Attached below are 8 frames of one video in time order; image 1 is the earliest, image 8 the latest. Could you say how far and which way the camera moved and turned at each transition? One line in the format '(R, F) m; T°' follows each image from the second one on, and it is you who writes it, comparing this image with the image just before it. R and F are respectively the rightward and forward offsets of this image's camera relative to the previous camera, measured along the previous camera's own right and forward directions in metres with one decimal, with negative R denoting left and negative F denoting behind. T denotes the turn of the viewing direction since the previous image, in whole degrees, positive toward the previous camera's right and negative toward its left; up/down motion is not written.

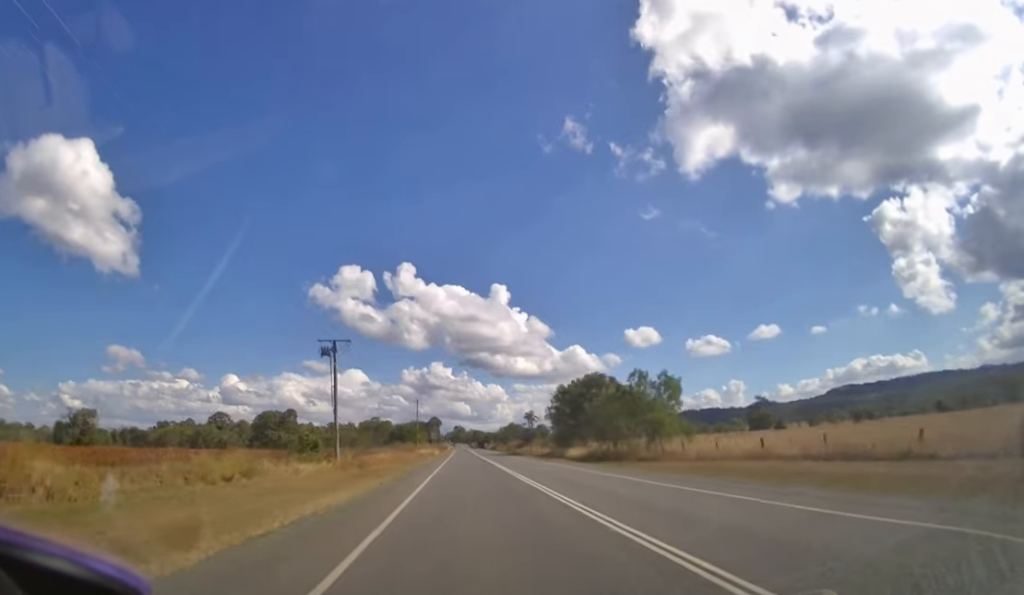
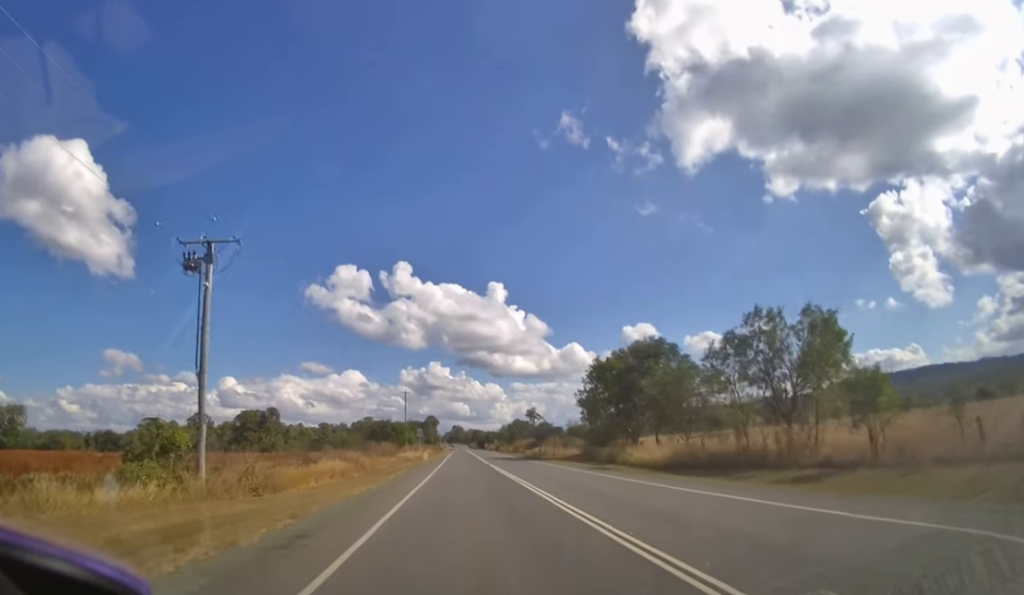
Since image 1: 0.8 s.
(0.0, +19.6) m; 0°
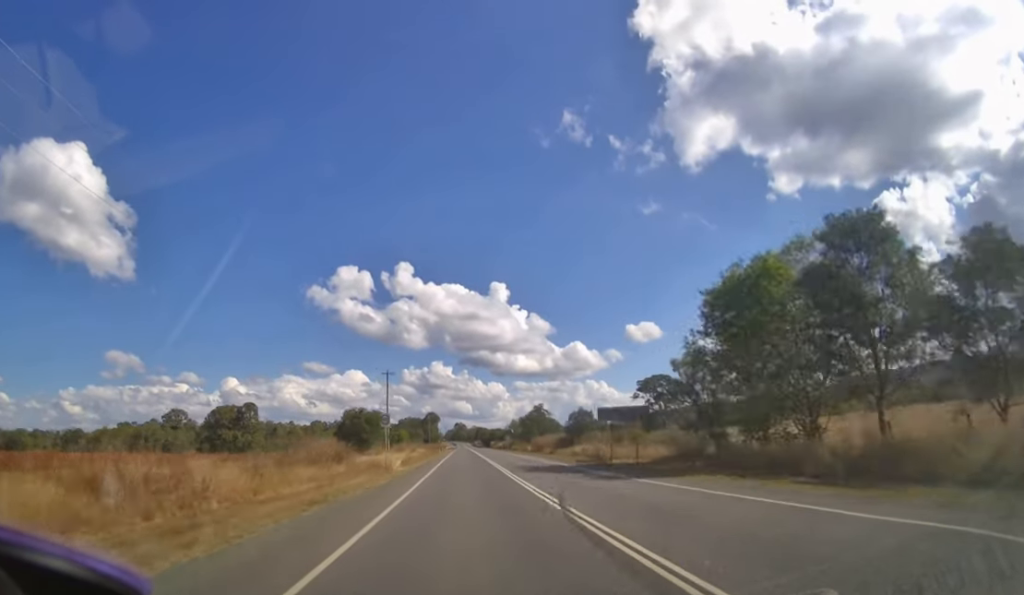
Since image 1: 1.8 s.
(0.0, +24.4) m; 0°
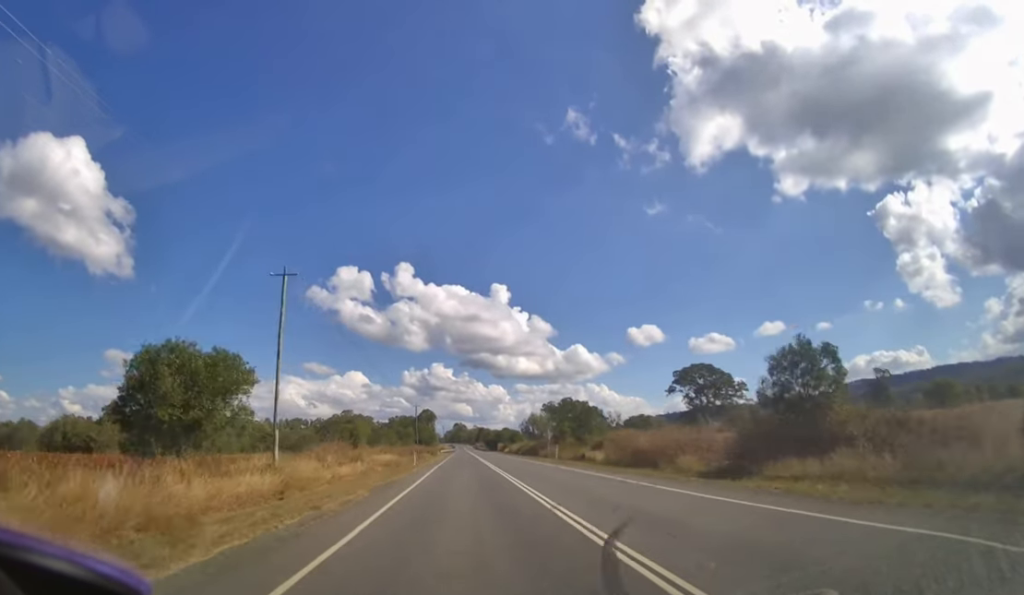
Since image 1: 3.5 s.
(-0.1, +46.9) m; 0°
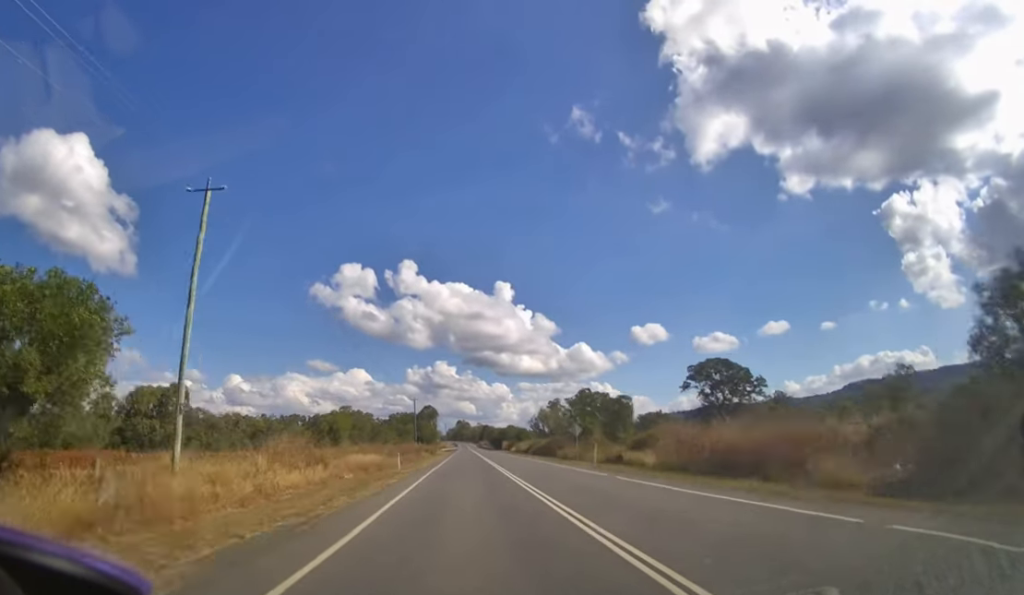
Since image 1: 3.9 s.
(0.0, +12.2) m; 0°
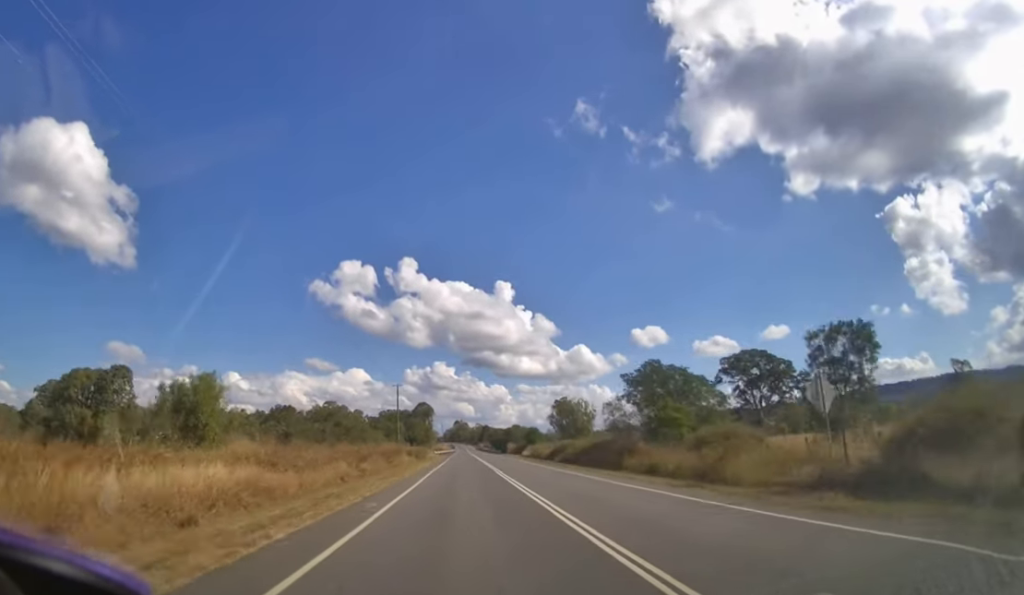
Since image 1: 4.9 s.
(0.0, +28.6) m; 0°
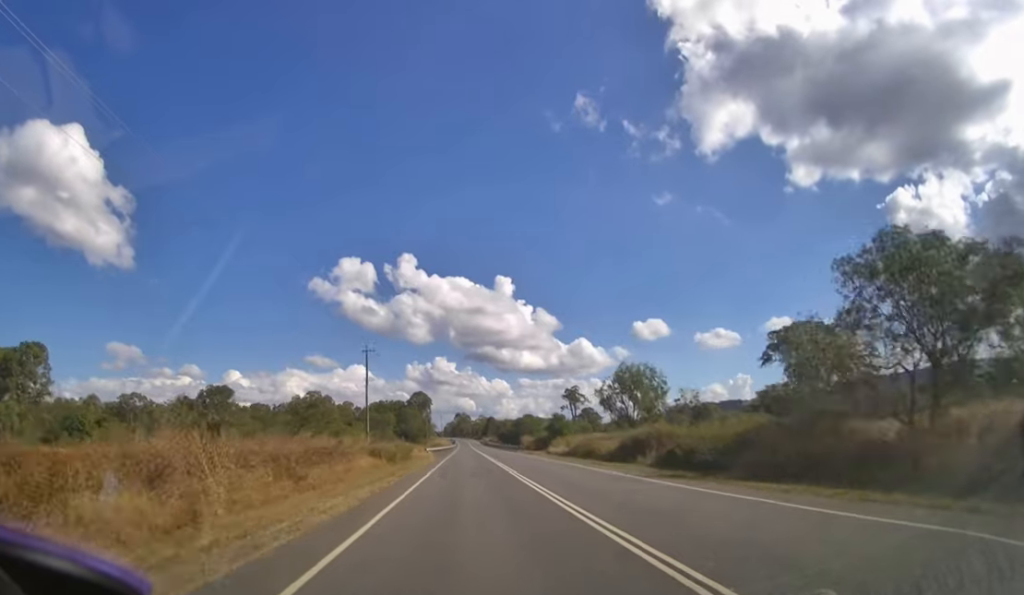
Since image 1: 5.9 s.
(0.0, +28.3) m; 0°
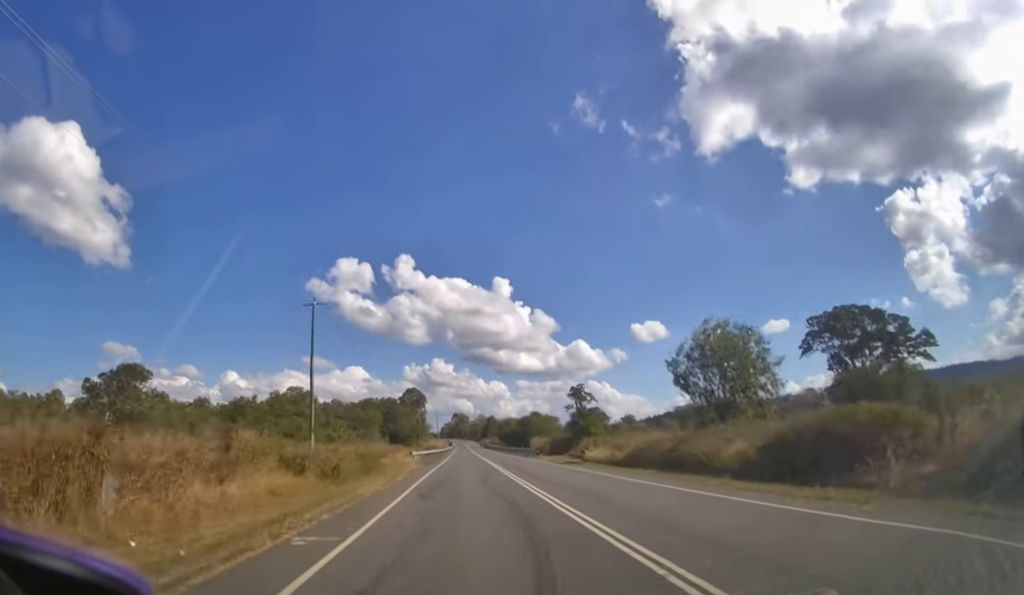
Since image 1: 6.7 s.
(0.0, +19.1) m; 0°
